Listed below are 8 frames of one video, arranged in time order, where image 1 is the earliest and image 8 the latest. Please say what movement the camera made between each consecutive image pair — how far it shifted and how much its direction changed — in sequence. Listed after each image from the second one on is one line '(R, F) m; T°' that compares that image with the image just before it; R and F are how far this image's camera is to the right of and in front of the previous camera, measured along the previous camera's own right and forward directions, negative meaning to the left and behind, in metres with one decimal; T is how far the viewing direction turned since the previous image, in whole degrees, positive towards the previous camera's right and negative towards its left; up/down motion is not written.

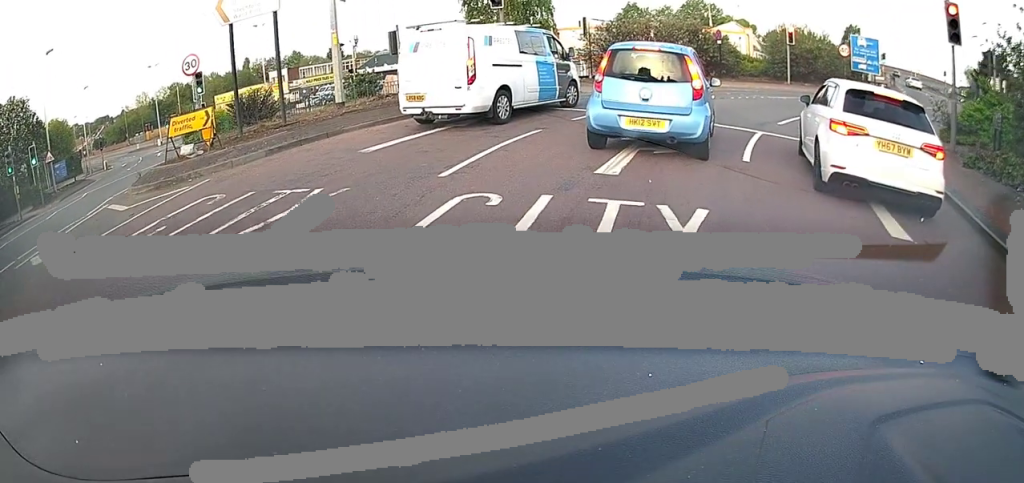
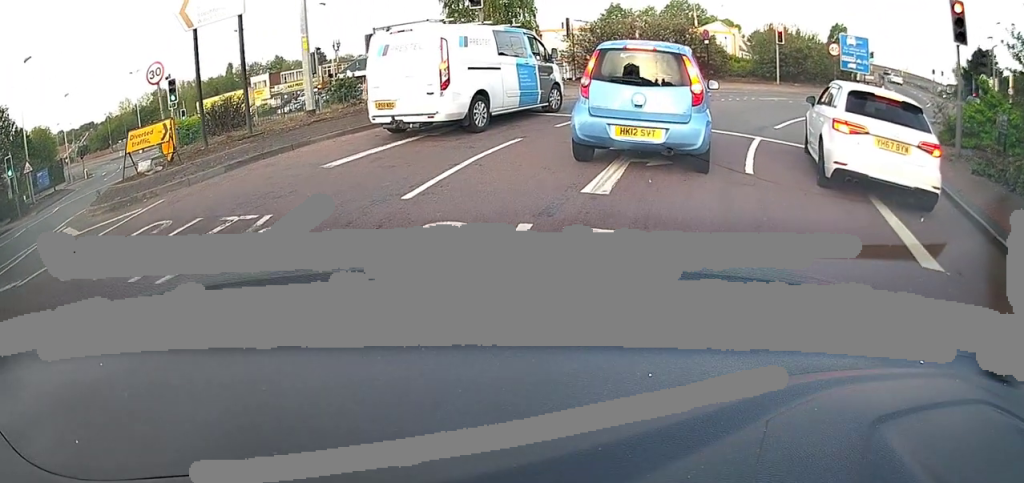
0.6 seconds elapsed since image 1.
(-0.1, +0.7) m; 0°
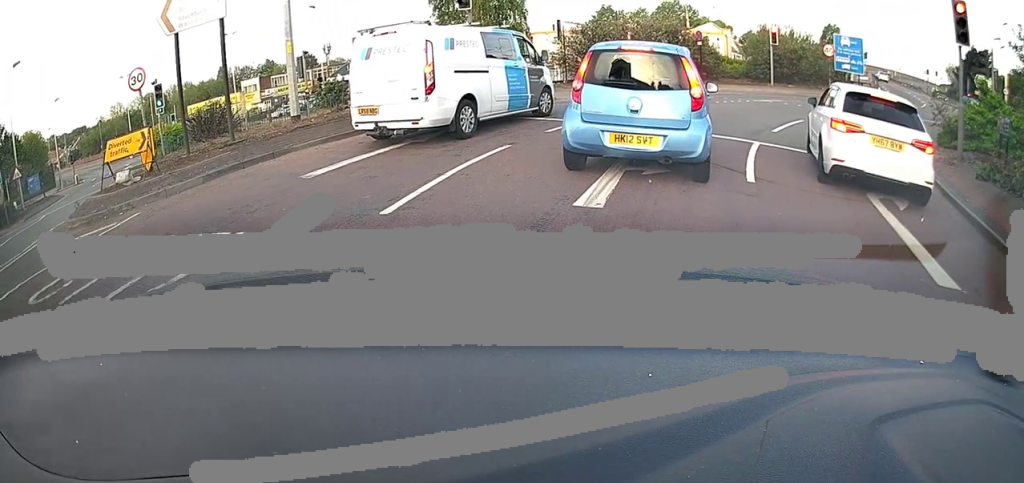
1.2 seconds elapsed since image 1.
(-0.1, +0.6) m; 0°
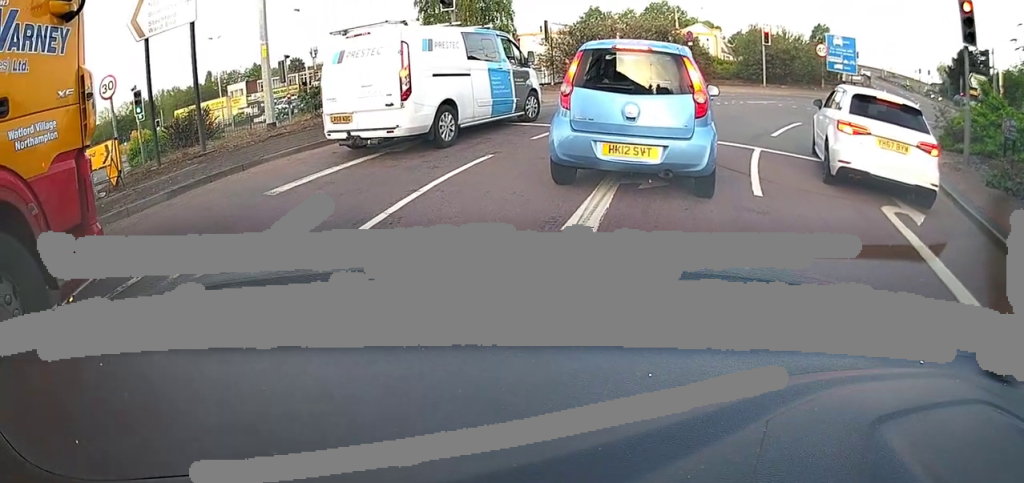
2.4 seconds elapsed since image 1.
(-0.2, +0.8) m; 0°
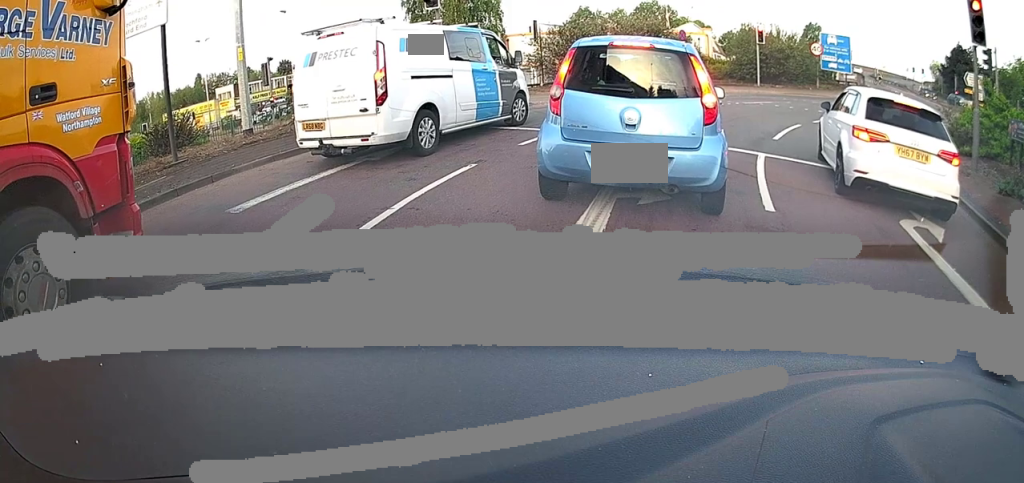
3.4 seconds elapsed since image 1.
(-0.2, +0.4) m; 0°
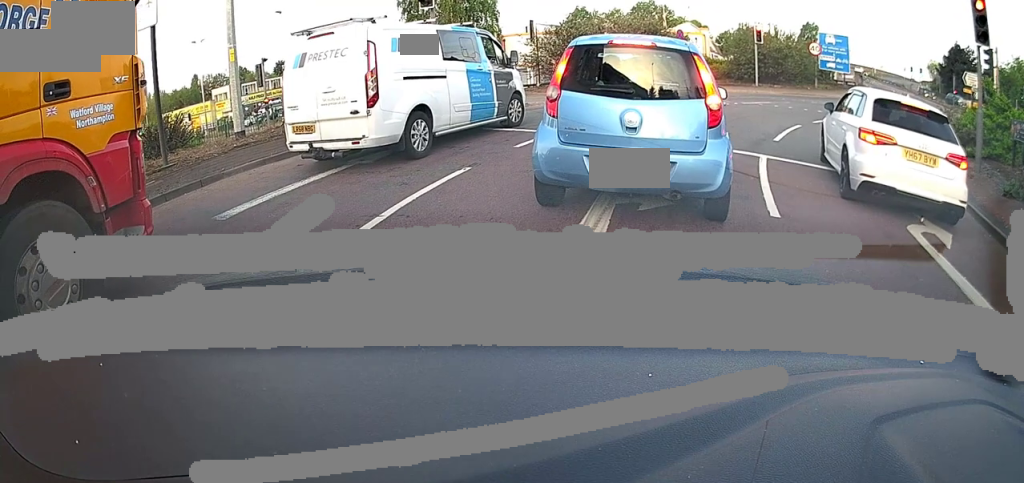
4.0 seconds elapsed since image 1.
(-0.1, 0.0) m; 0°
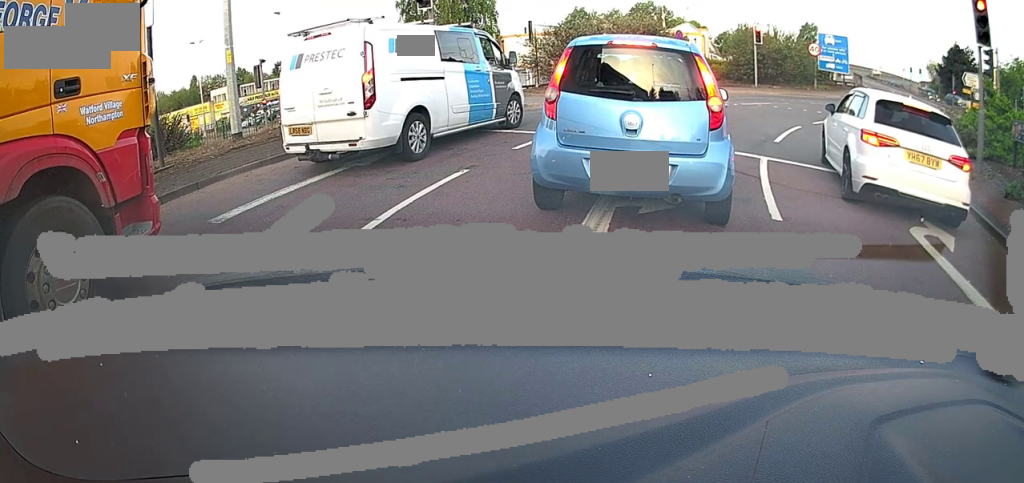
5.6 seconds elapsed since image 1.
(0.0, 0.0) m; 0°
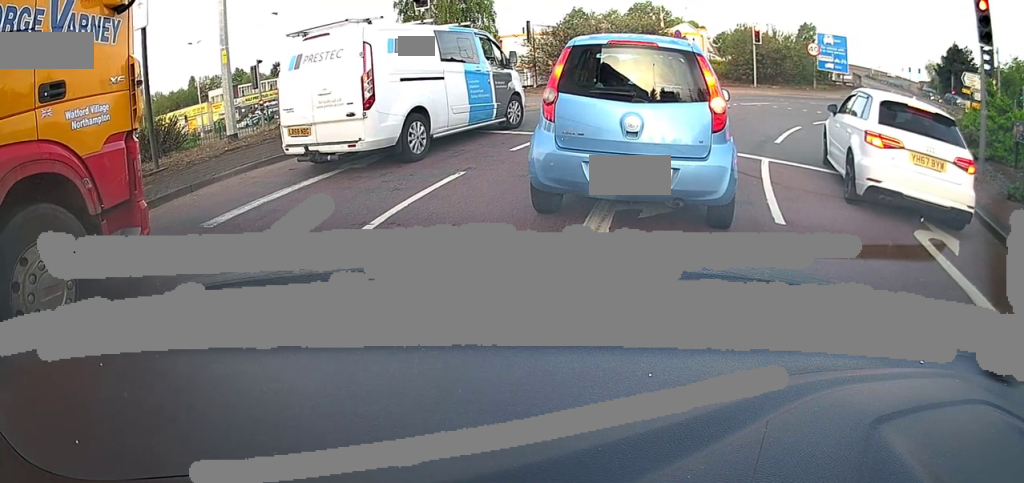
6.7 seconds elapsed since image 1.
(0.0, 0.0) m; 0°
